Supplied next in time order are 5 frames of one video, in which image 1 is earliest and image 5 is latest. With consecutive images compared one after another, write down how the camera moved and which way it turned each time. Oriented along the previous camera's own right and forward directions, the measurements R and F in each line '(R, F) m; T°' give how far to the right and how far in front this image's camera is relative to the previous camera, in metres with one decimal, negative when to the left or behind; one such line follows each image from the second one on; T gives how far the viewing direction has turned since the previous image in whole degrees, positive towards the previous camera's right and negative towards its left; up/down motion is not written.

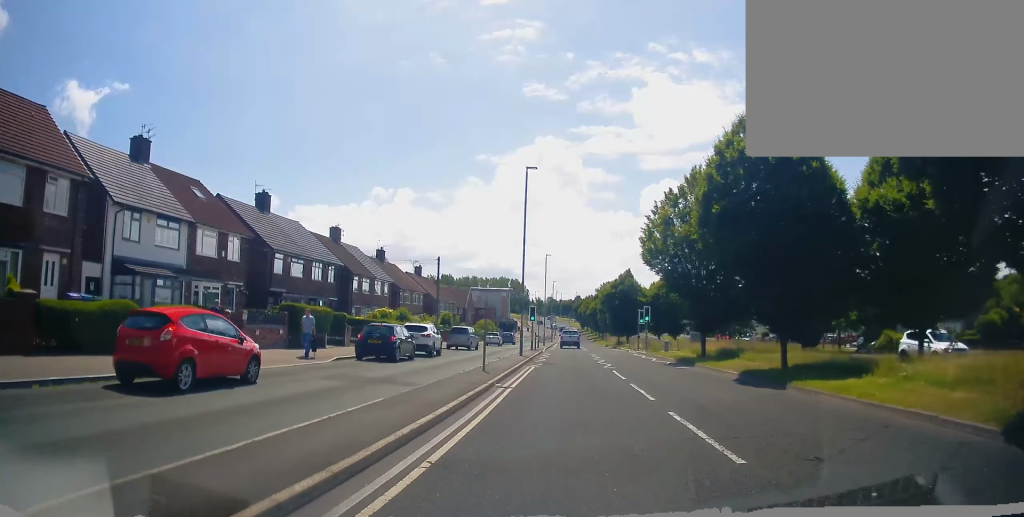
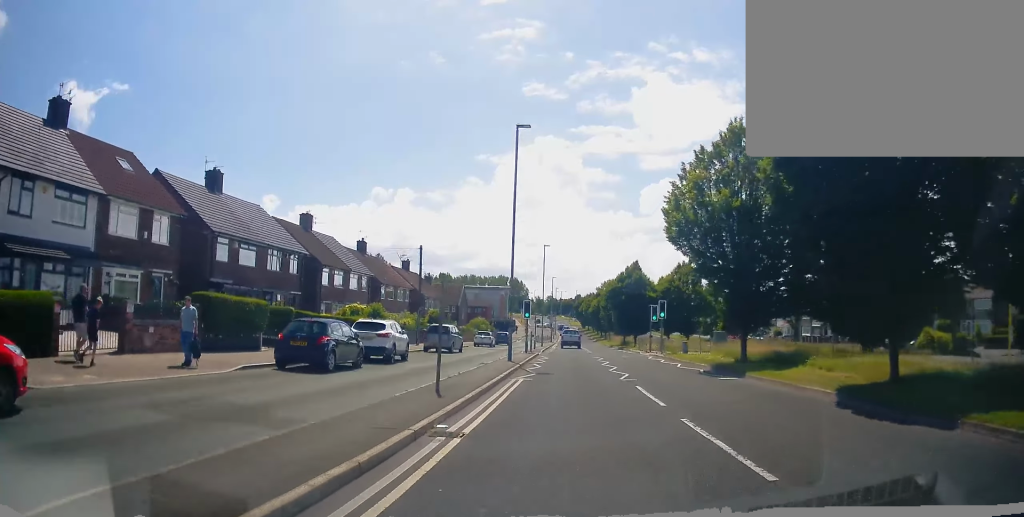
(0.0, +6.9) m; 0°
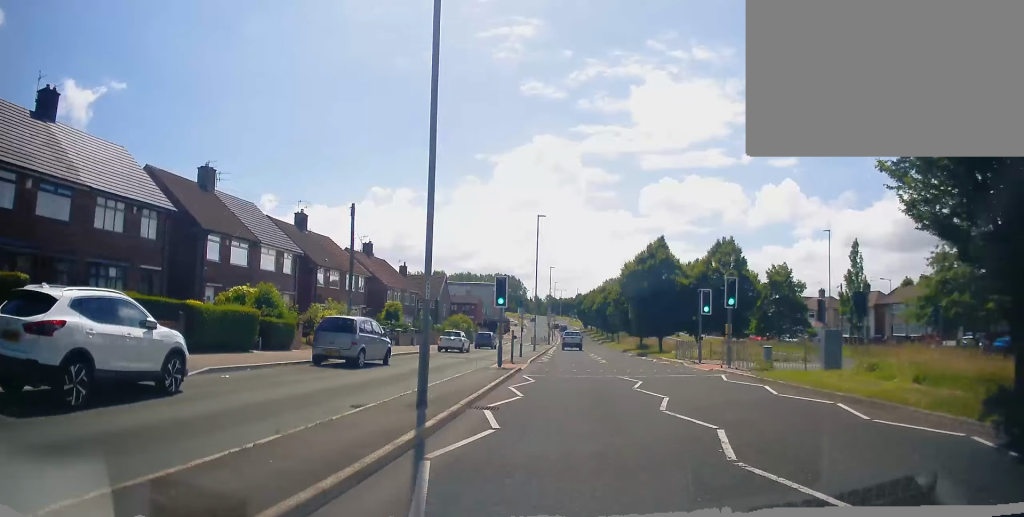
(-0.1, +15.7) m; 0°
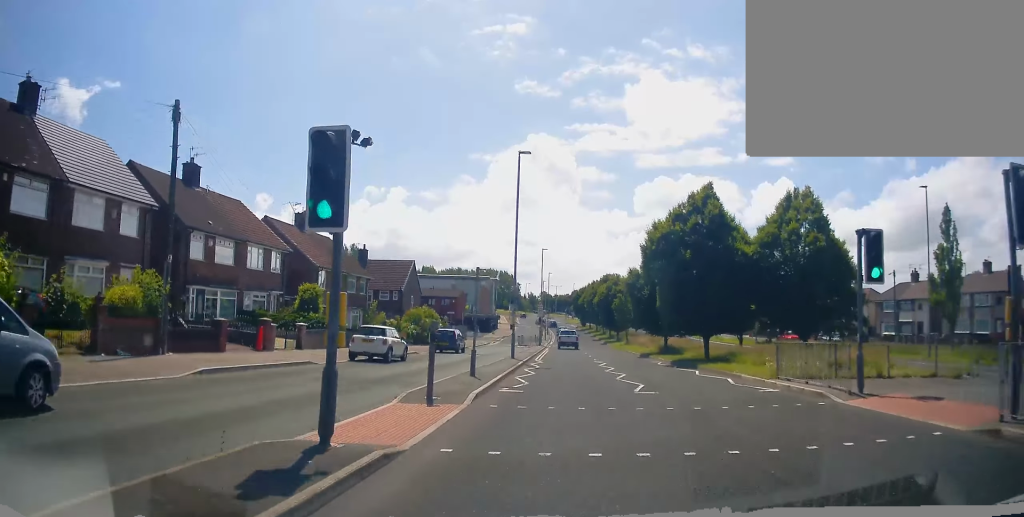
(-0.1, +15.8) m; 0°
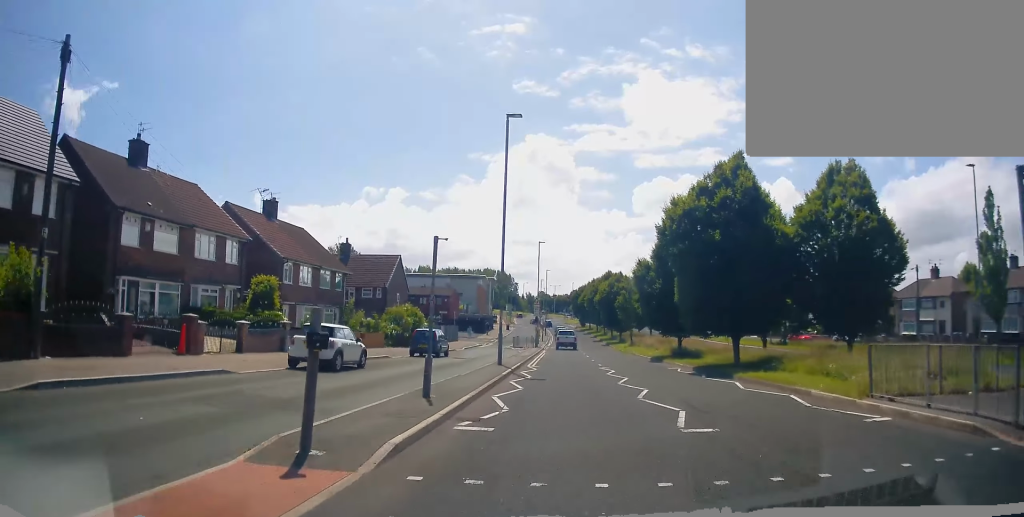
(0.0, +5.4) m; 0°
